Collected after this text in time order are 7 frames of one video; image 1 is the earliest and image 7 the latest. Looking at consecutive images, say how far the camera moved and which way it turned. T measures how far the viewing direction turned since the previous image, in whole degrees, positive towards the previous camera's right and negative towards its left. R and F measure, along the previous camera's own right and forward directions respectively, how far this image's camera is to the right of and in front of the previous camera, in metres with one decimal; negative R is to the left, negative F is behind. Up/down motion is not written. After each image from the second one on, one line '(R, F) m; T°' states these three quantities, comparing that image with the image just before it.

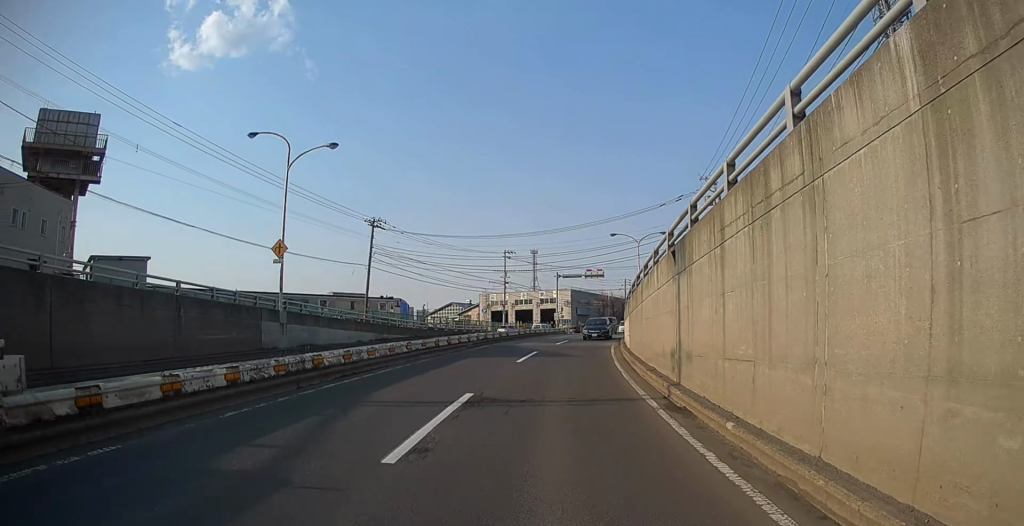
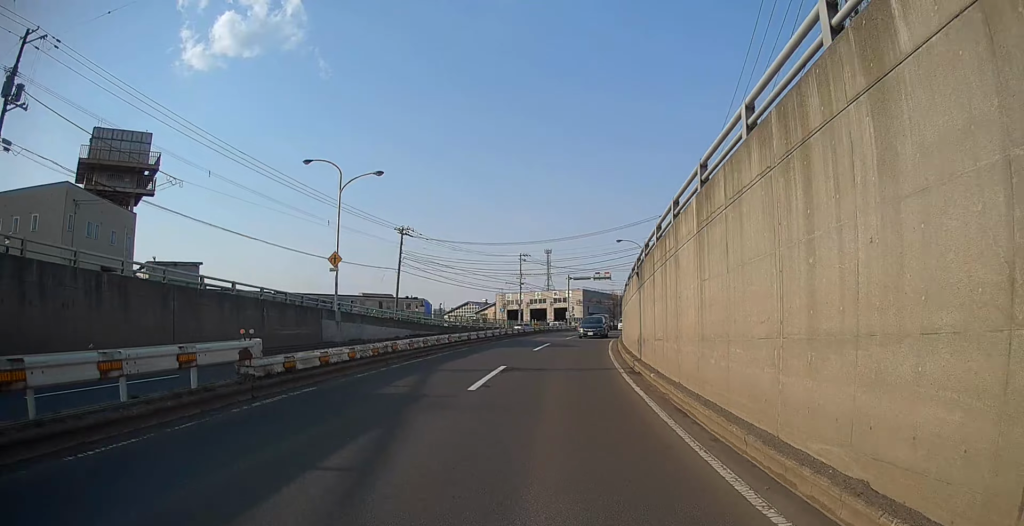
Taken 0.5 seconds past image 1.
(0.0, +6.6) m; -1°
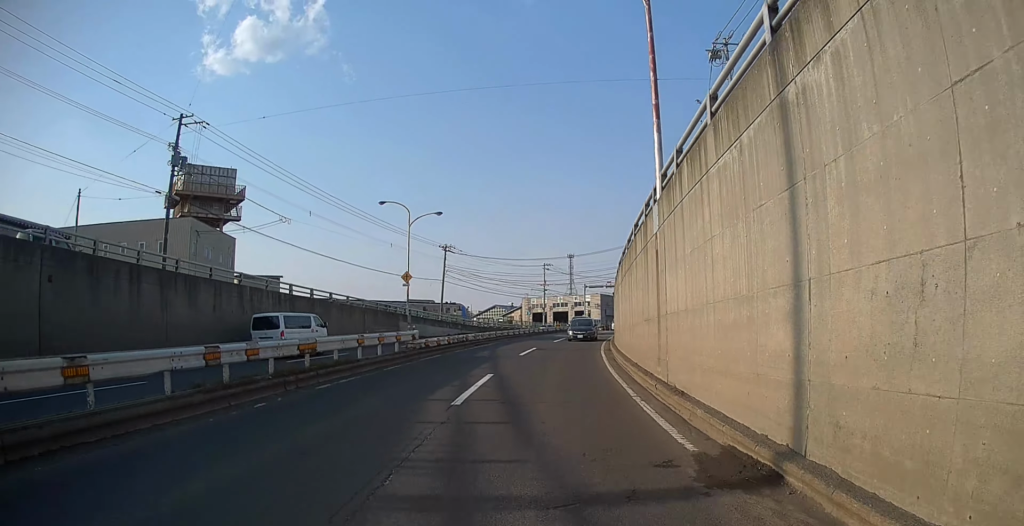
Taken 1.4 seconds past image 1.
(-0.5, +13.5) m; -2°
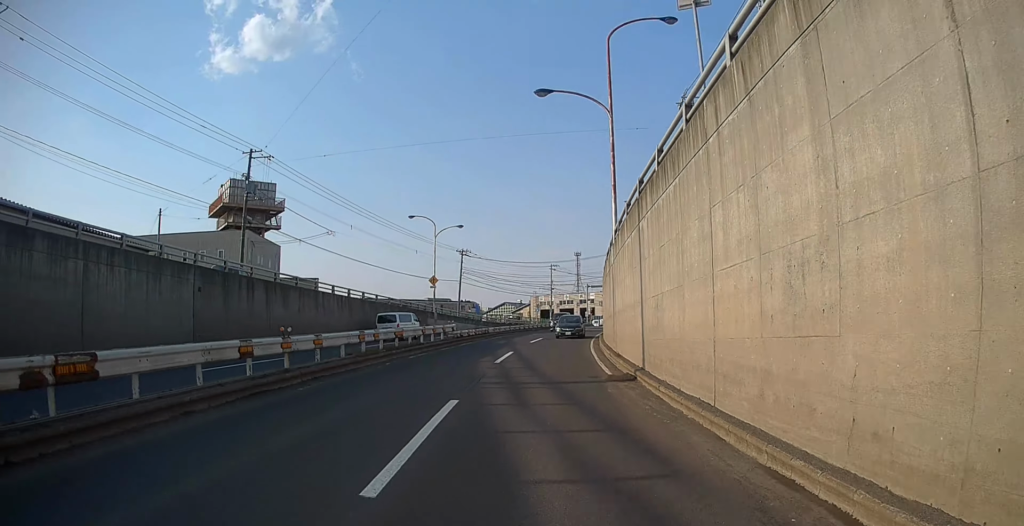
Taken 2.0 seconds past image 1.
(0.0, +9.5) m; -2°
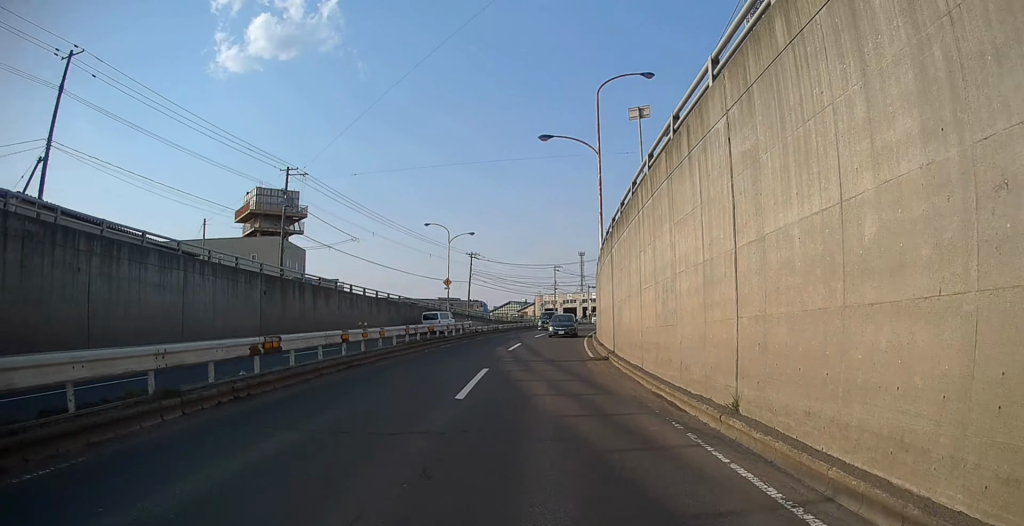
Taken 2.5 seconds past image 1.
(0.0, +6.6) m; -1°
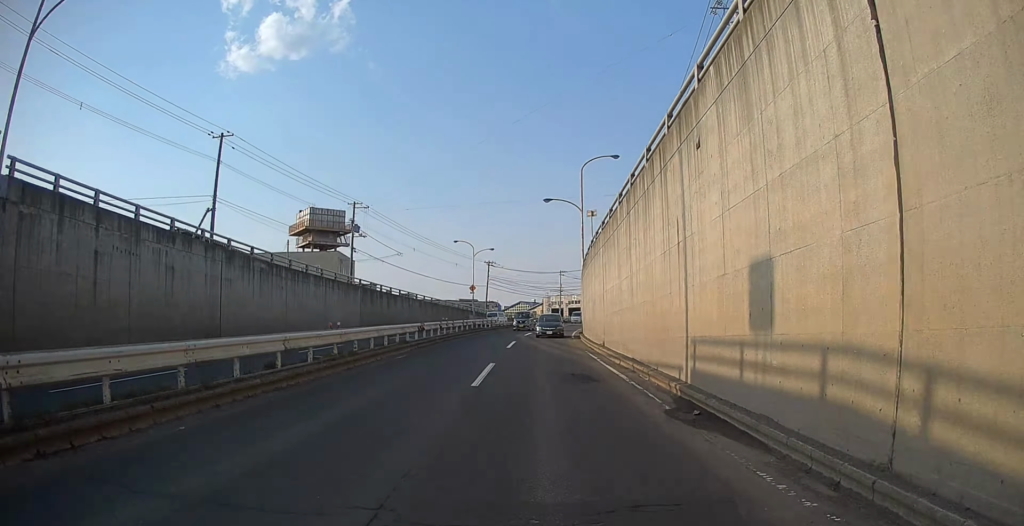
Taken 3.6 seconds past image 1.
(-0.3, +17.6) m; +1°
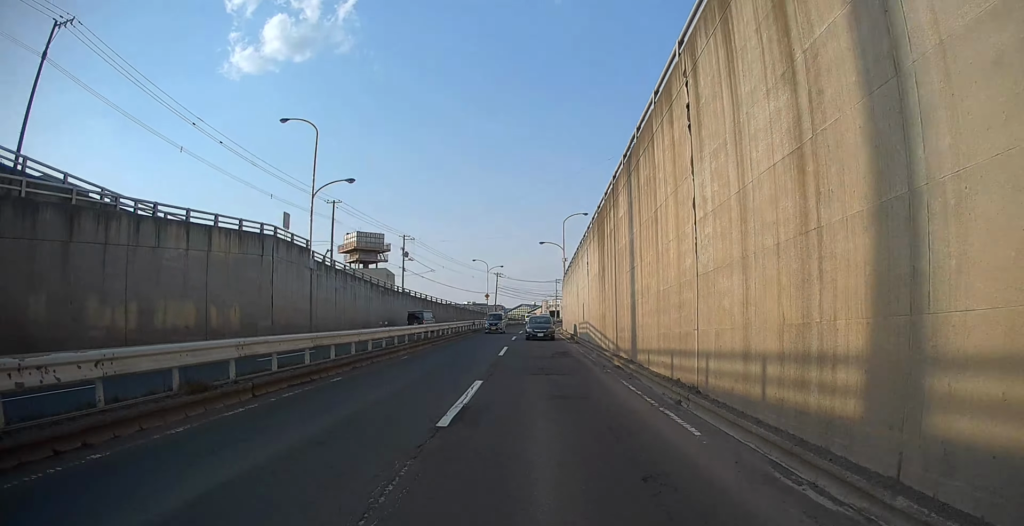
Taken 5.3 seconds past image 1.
(+0.8, +27.6) m; +2°
